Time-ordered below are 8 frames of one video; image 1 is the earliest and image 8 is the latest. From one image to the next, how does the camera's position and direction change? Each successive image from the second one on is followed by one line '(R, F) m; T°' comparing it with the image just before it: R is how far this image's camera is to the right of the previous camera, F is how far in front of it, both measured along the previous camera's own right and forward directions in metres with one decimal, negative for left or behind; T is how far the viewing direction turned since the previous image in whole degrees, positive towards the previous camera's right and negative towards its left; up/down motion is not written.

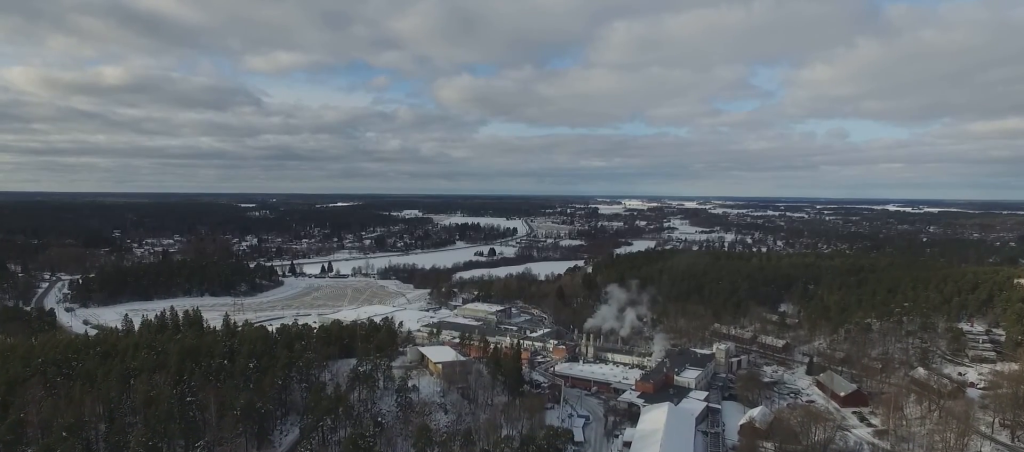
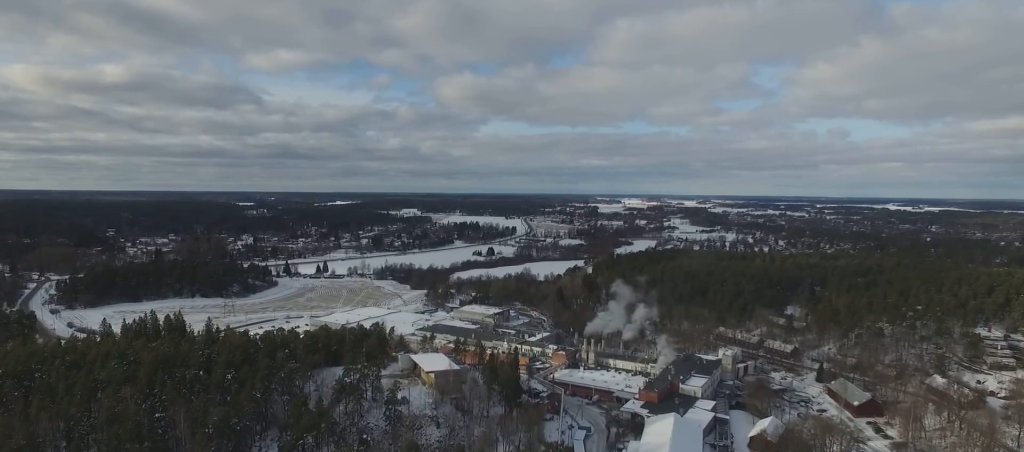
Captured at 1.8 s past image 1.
(-0.1, +15.1) m; 0°
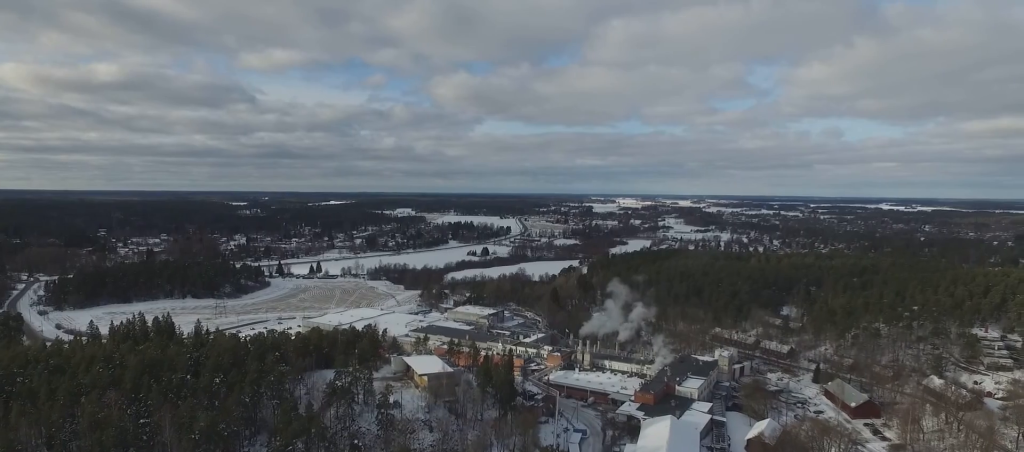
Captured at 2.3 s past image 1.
(0.0, +3.6) m; 0°
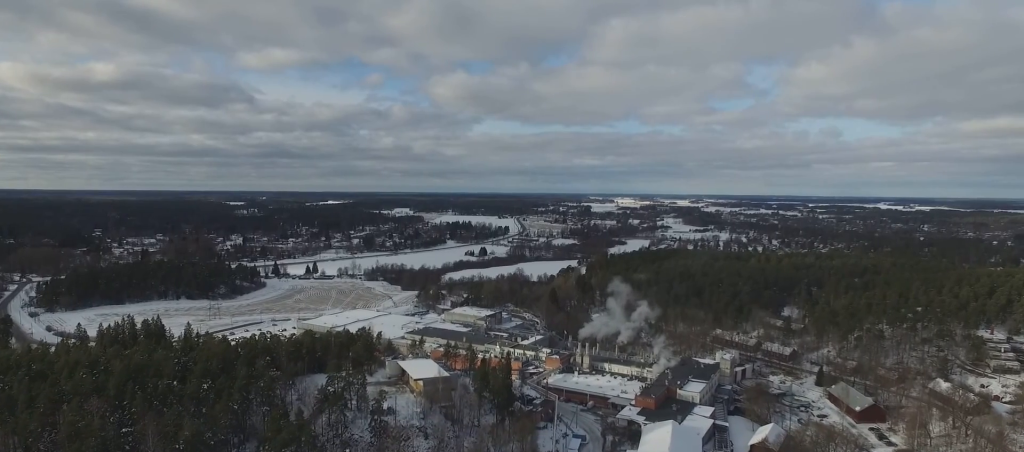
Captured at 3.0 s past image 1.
(0.0, +6.4) m; +1°
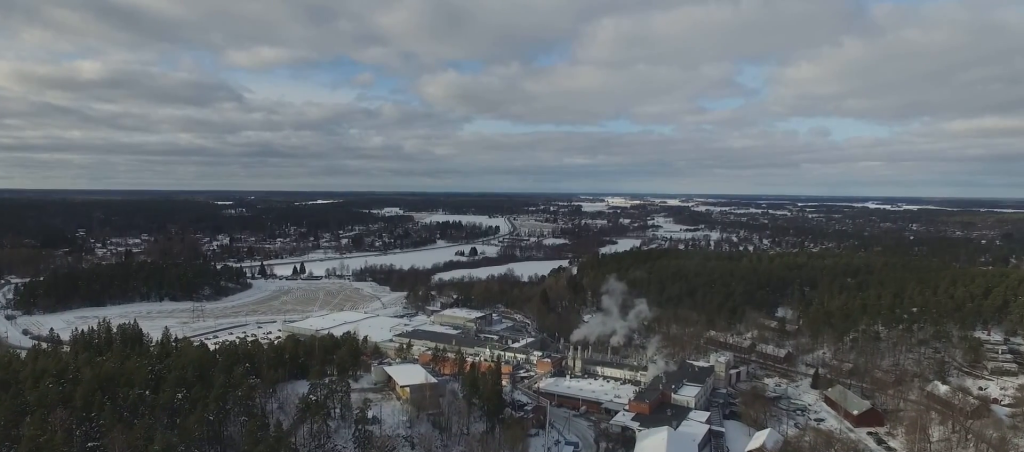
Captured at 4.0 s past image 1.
(+0.1, +8.0) m; +1°
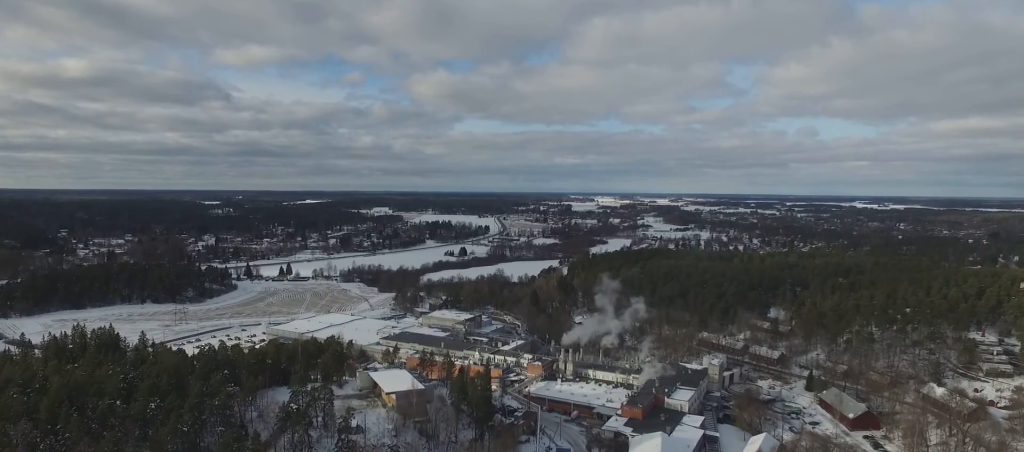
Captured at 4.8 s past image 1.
(0.0, +6.9) m; 0°
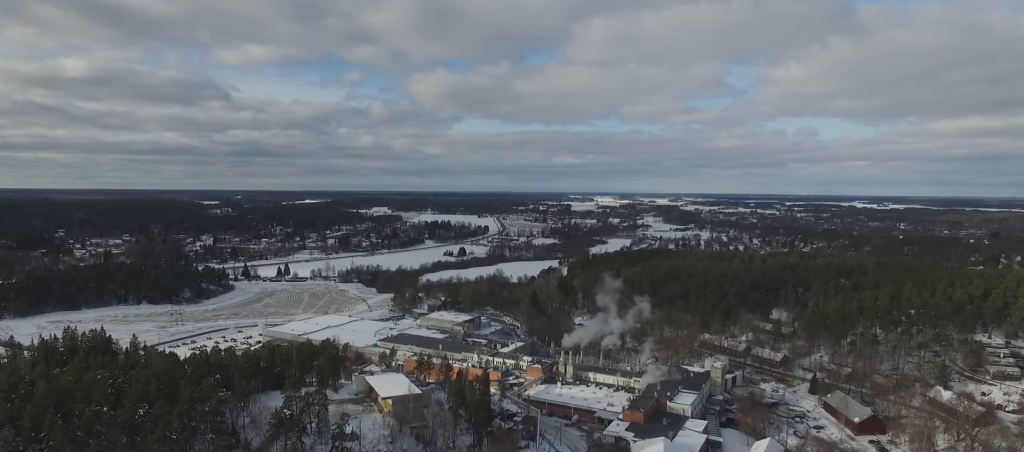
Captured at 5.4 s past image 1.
(0.0, +4.8) m; 0°
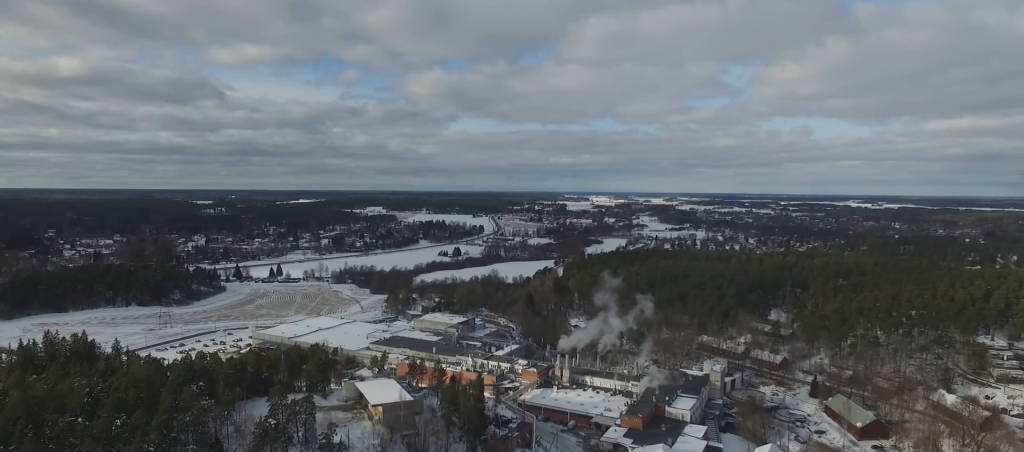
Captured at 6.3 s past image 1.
(0.0, +6.6) m; -1°
